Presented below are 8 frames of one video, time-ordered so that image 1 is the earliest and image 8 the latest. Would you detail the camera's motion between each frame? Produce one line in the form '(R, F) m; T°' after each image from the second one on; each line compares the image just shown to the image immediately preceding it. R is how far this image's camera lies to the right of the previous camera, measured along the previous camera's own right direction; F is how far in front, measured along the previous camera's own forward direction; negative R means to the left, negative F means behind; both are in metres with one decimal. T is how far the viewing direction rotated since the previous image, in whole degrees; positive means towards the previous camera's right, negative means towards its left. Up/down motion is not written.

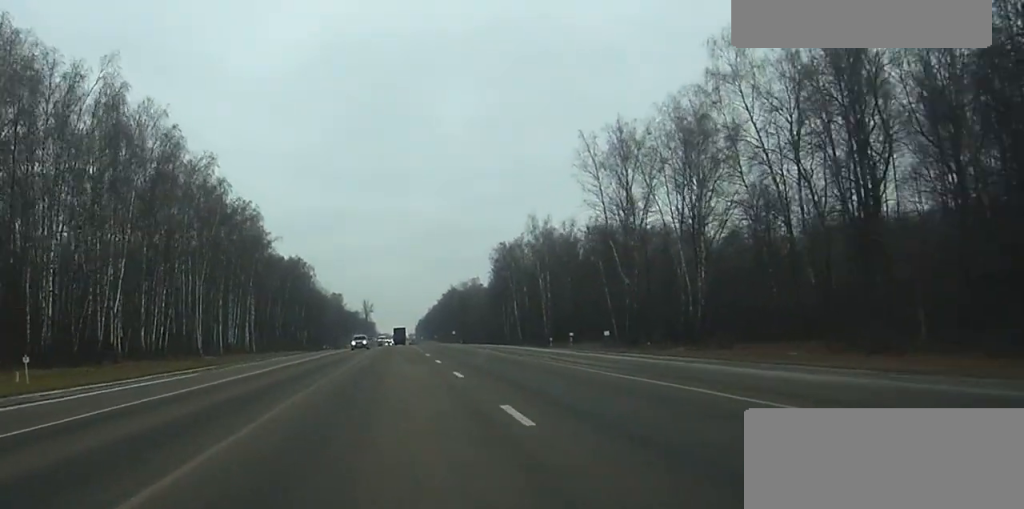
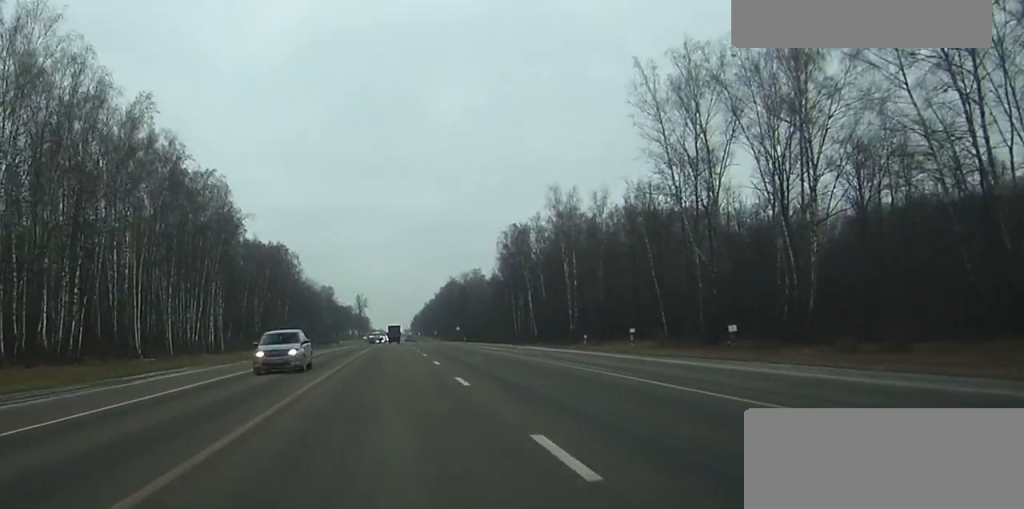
(0.0, +27.3) m; 0°
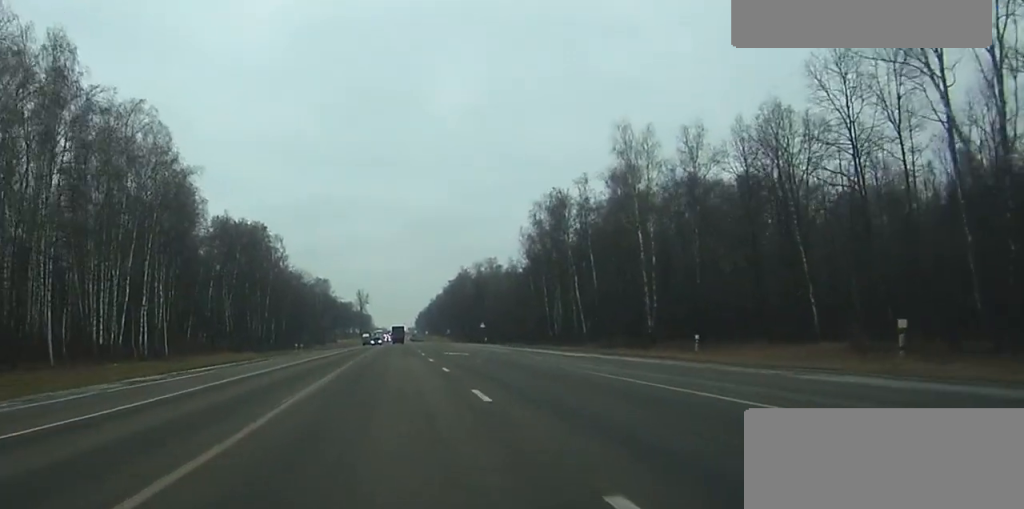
(+0.2, +39.6) m; 0°
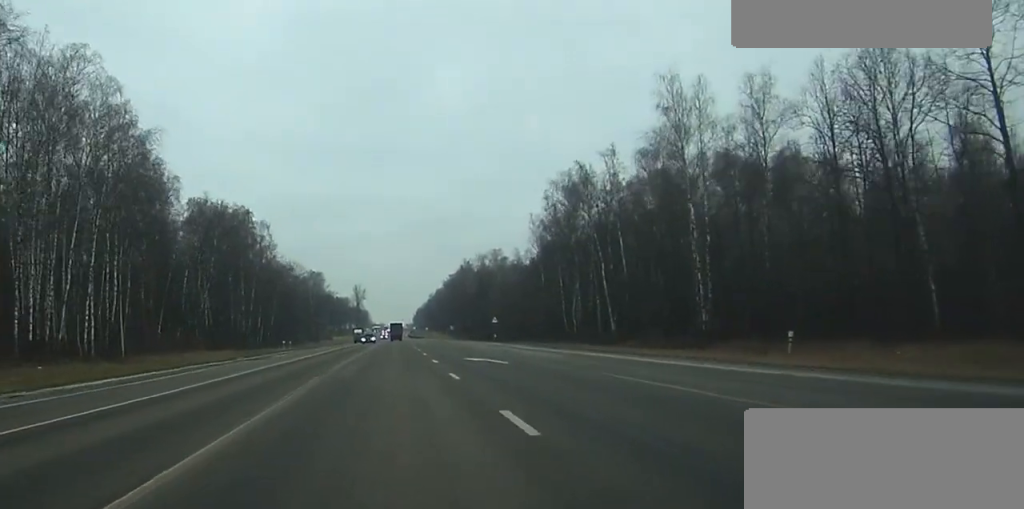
(0.0, +16.8) m; 0°
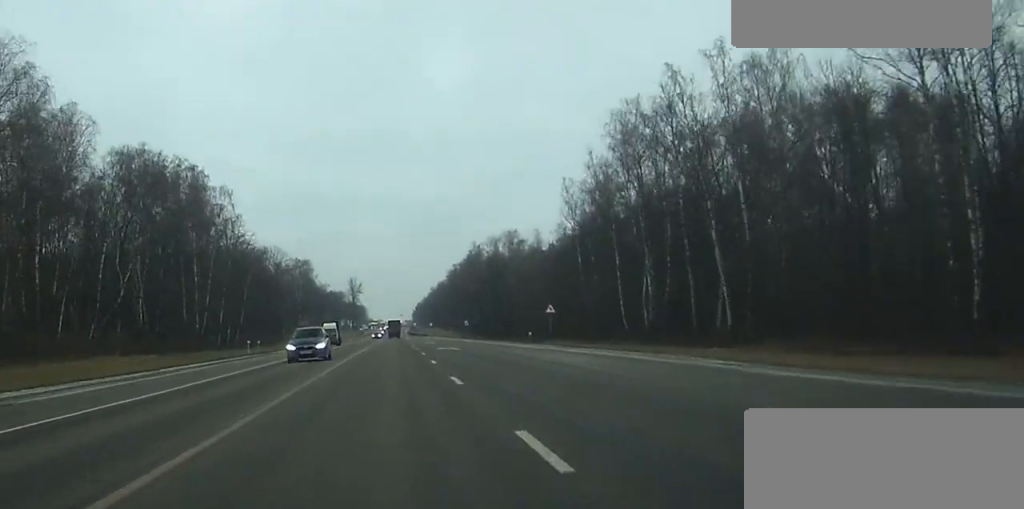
(0.0, +38.3) m; 0°
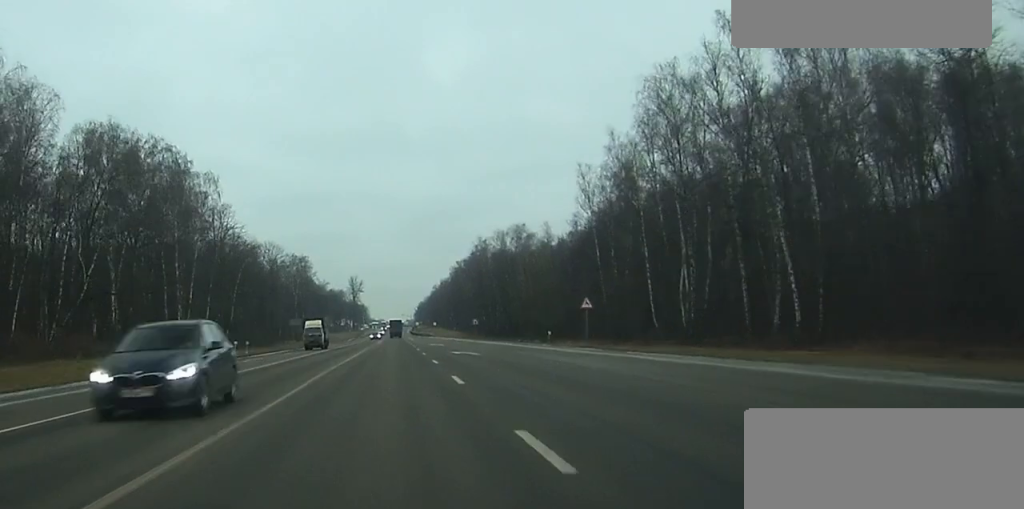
(0.0, +12.3) m; 0°
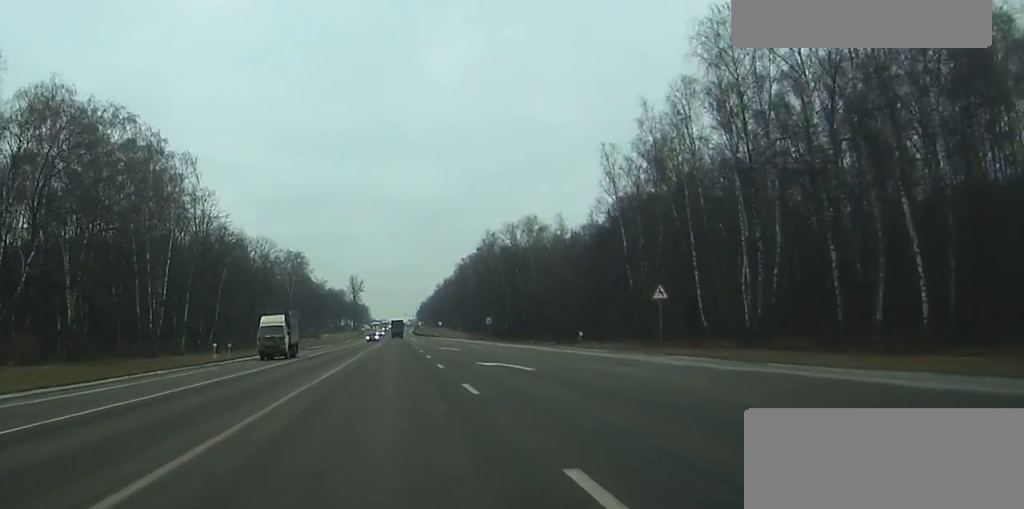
(-0.1, +14.7) m; 0°
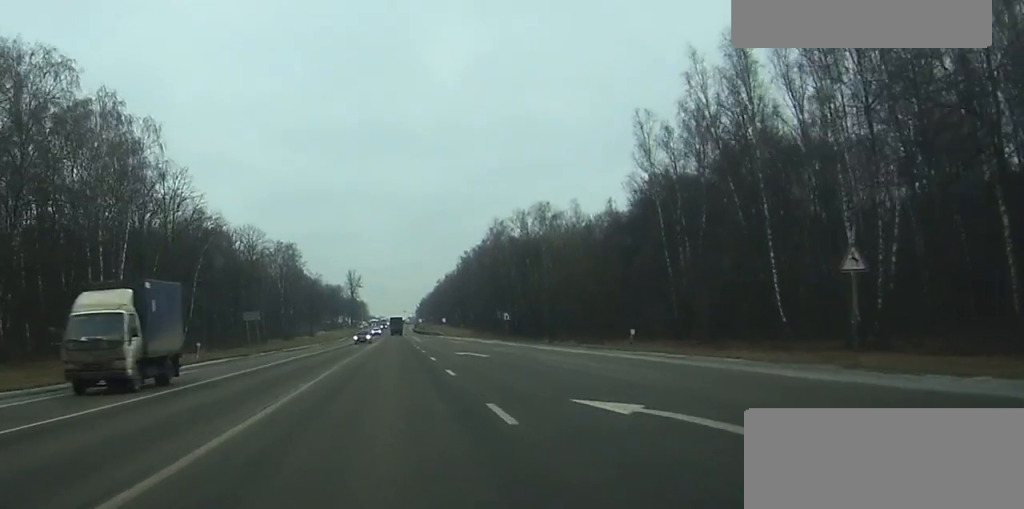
(0.0, +17.0) m; 0°
